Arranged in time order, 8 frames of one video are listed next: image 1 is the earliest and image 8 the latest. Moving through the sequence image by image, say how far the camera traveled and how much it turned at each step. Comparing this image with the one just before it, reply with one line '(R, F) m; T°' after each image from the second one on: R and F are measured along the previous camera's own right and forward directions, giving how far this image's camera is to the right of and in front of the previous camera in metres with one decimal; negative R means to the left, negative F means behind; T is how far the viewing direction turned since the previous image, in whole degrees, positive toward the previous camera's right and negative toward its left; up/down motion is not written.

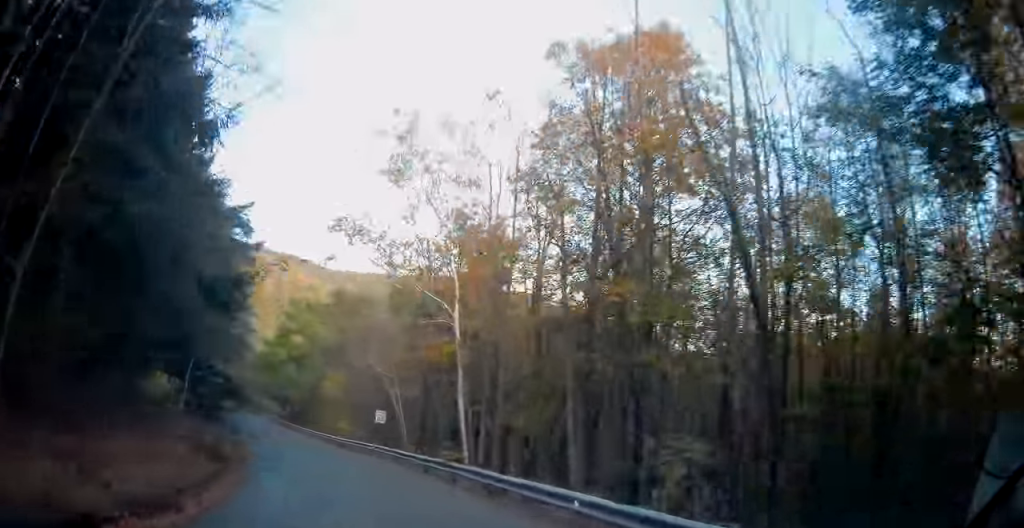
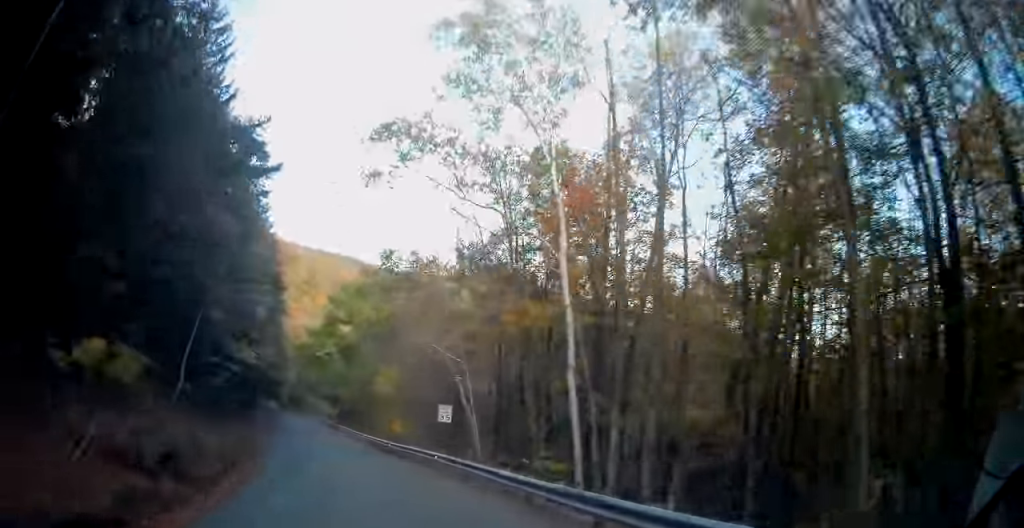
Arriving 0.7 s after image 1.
(-0.4, +9.0) m; -6°
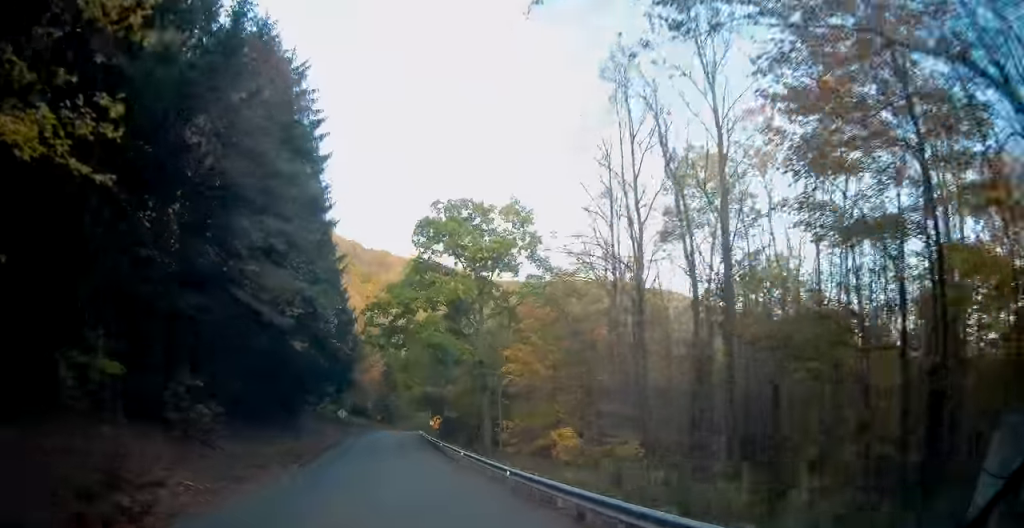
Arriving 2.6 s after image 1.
(-3.6, +27.3) m; -12°
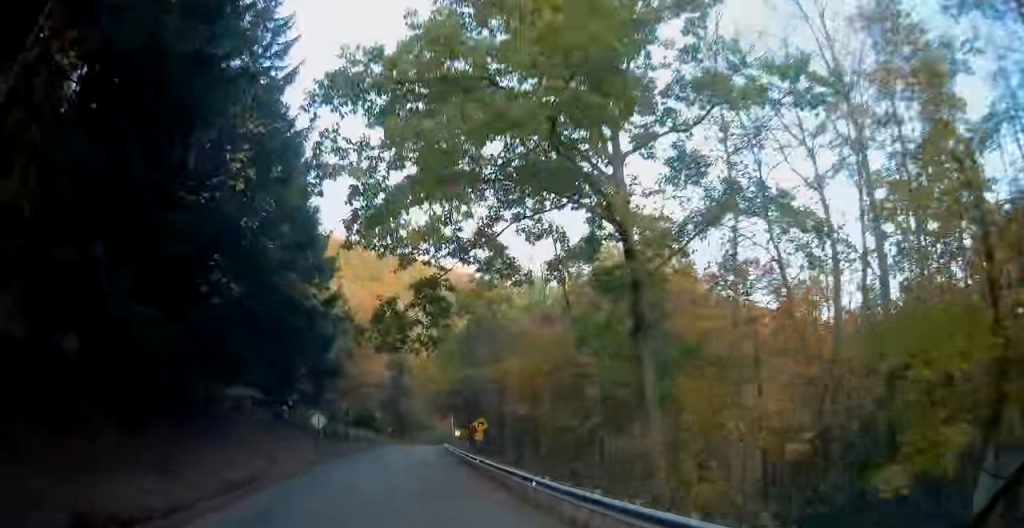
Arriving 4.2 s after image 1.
(-0.8, +25.2) m; -3°
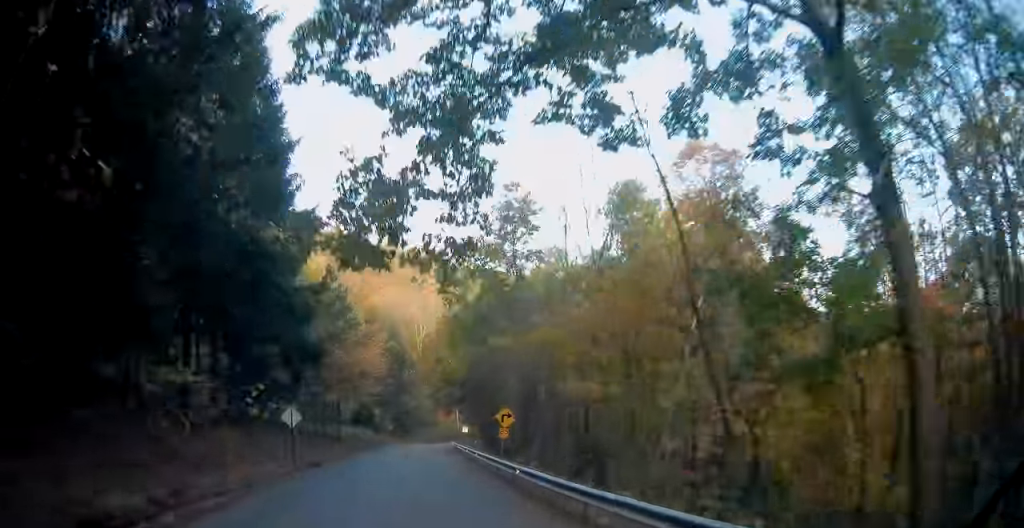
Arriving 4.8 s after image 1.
(-0.1, +8.8) m; 0°
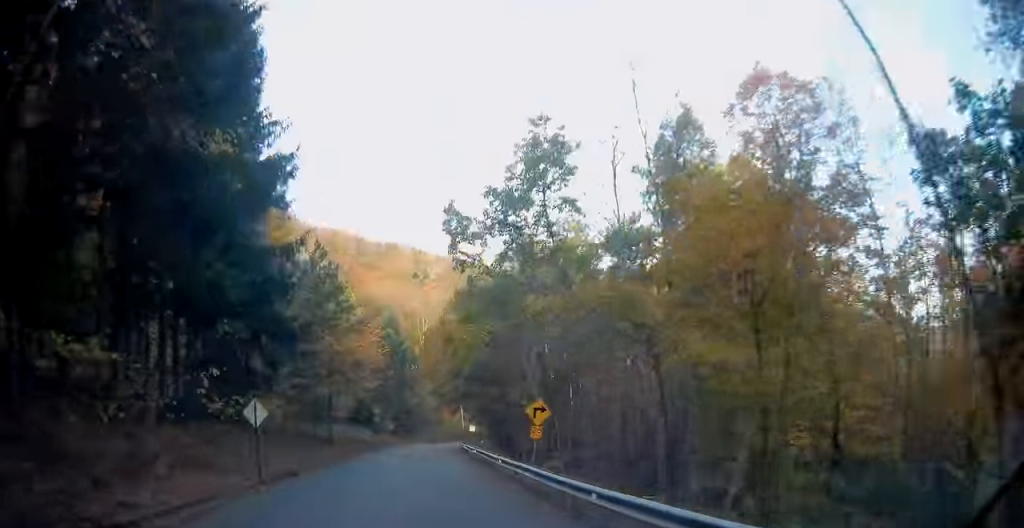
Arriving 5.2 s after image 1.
(-0.2, +6.6) m; 0°
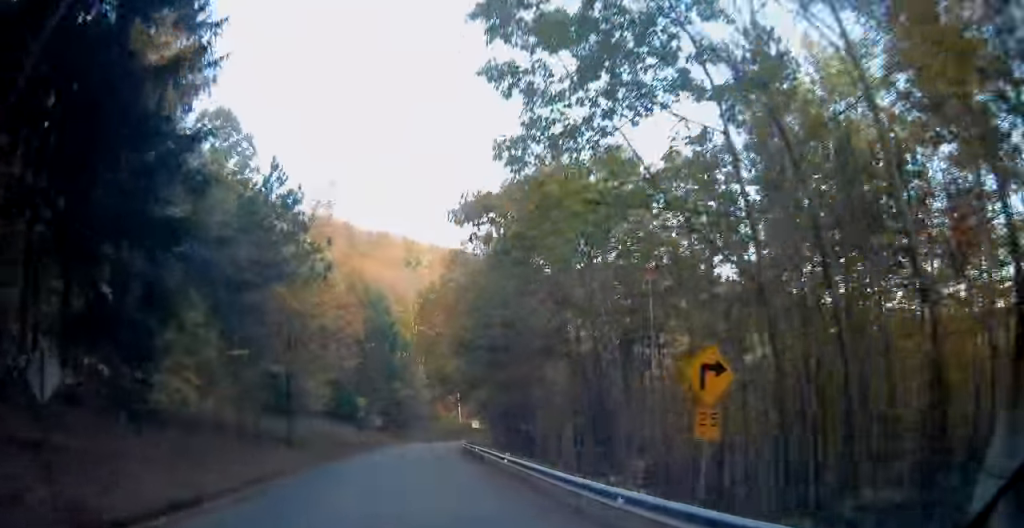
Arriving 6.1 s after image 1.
(+0.3, +12.3) m; +2°
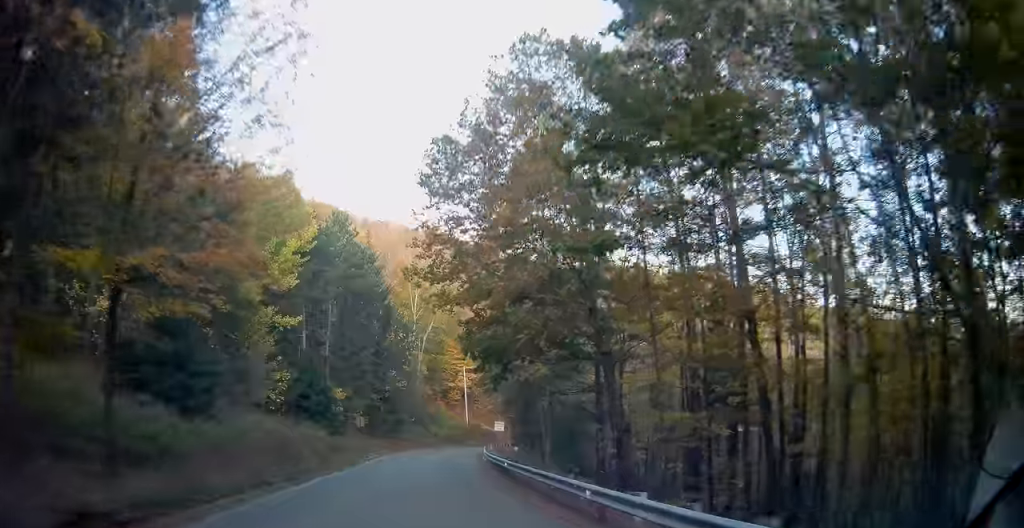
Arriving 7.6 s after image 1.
(+0.3, +21.0) m; +2°
